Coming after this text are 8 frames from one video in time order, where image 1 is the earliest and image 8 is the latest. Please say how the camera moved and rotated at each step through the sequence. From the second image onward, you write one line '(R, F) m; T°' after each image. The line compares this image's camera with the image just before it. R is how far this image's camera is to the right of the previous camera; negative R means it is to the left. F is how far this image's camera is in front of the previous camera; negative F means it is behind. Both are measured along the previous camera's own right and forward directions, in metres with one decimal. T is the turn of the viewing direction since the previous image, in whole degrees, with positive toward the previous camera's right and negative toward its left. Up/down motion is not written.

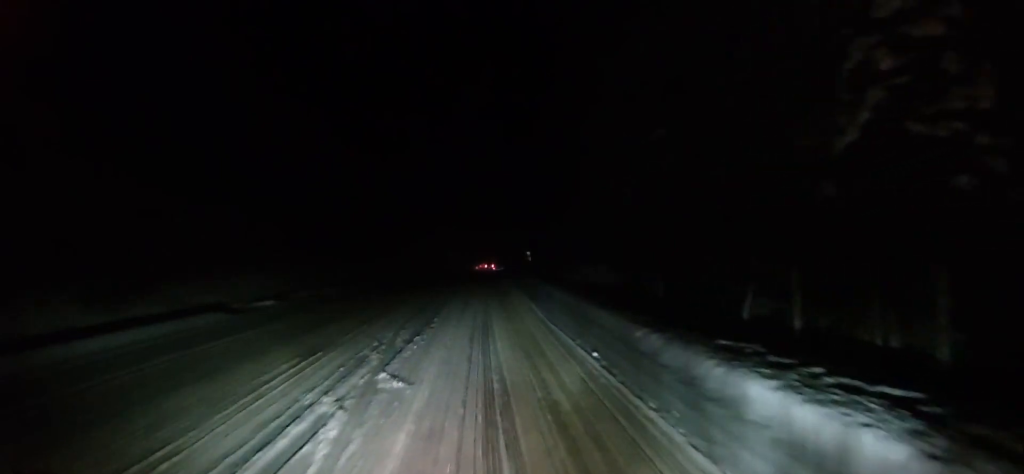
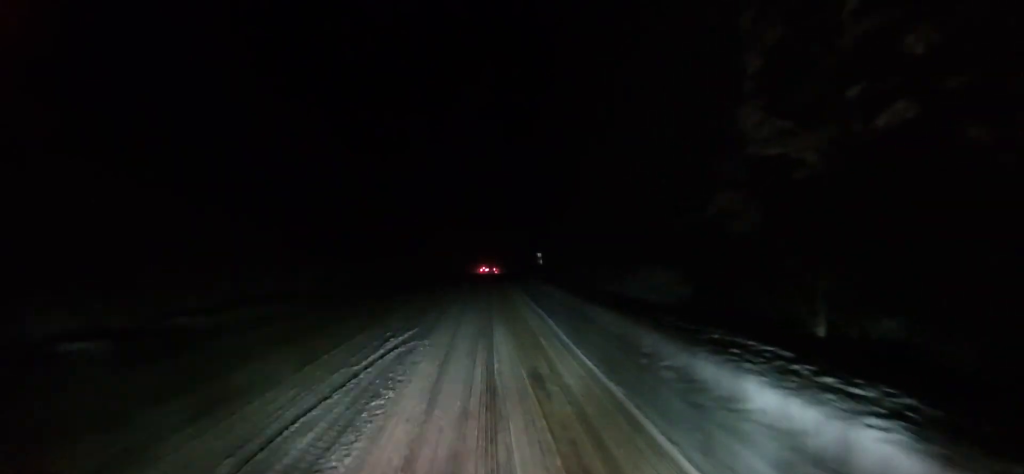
(0.0, +18.5) m; -1°
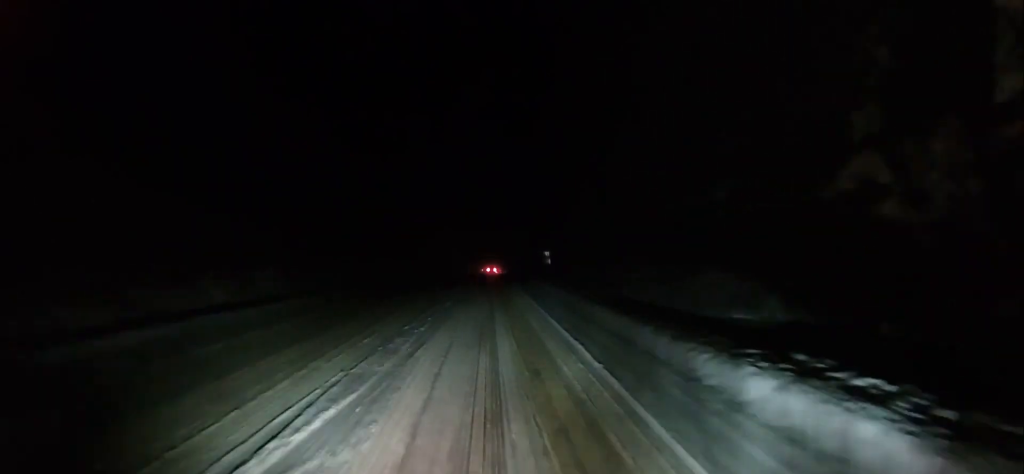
(-0.1, +11.3) m; 0°
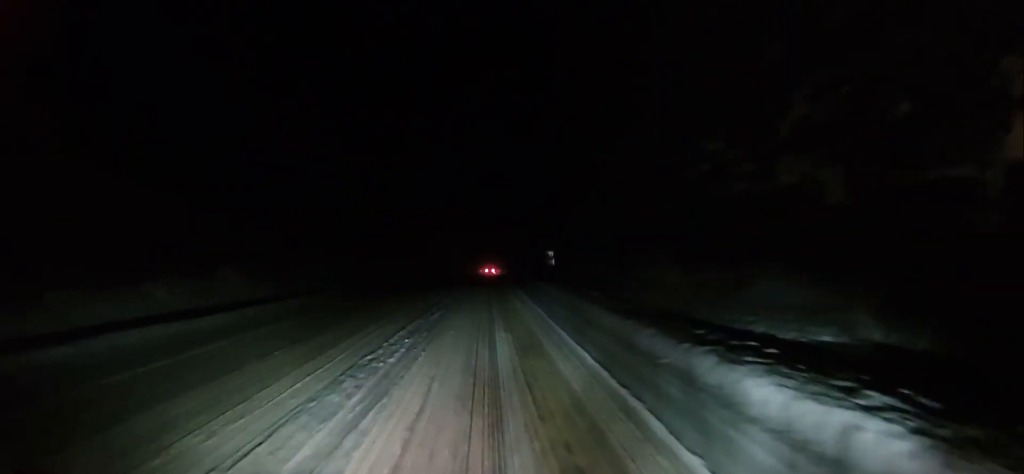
(0.0, +6.9) m; +1°
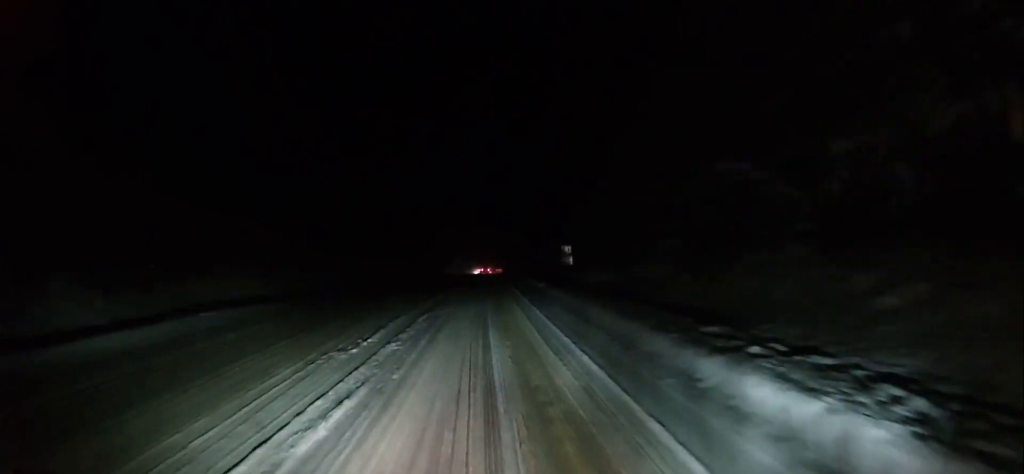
(+0.2, +18.5) m; 0°
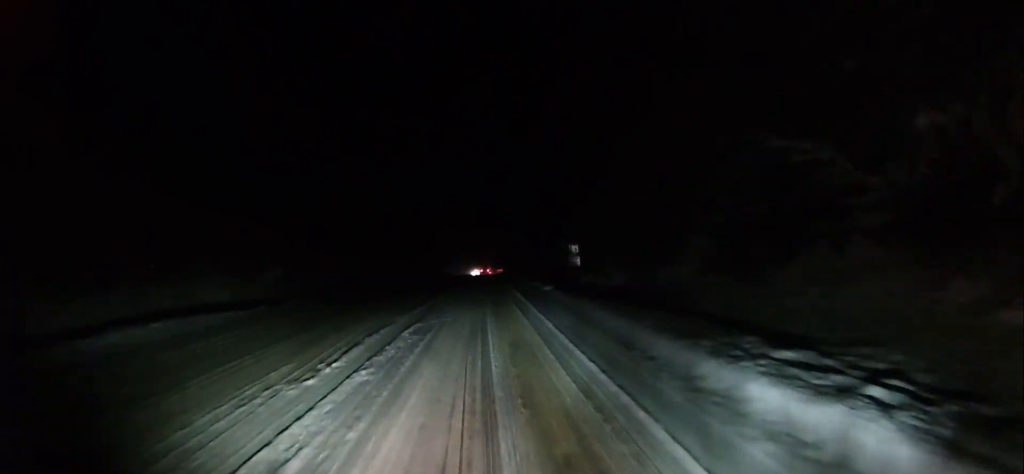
(-0.1, +4.4) m; 0°
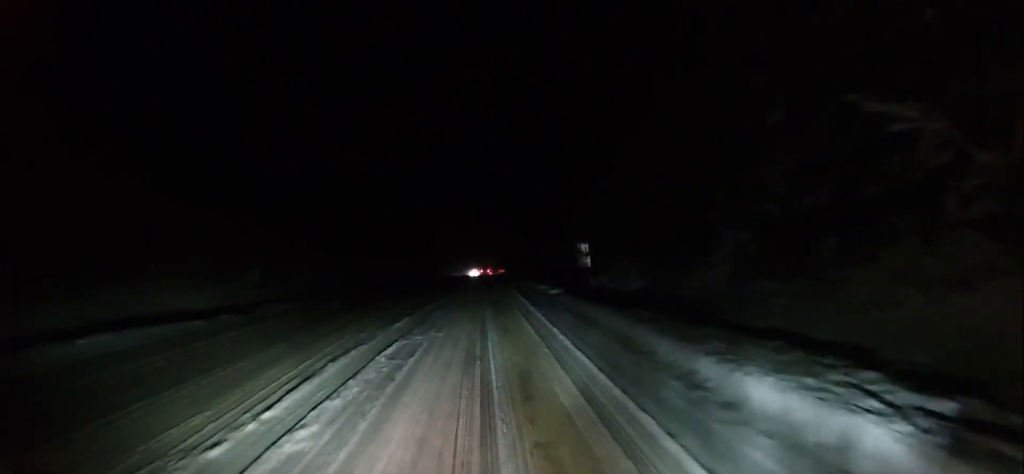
(-0.1, +4.8) m; 0°
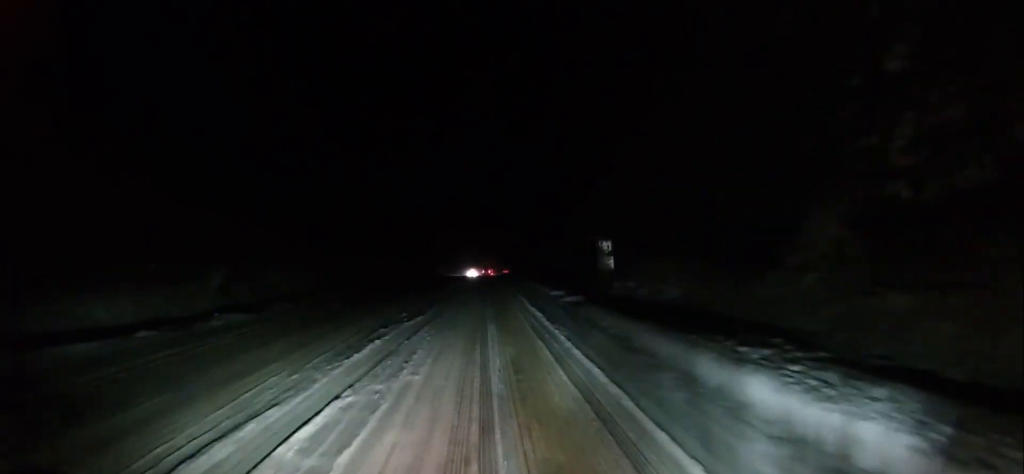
(+0.1, +7.6) m; +1°
